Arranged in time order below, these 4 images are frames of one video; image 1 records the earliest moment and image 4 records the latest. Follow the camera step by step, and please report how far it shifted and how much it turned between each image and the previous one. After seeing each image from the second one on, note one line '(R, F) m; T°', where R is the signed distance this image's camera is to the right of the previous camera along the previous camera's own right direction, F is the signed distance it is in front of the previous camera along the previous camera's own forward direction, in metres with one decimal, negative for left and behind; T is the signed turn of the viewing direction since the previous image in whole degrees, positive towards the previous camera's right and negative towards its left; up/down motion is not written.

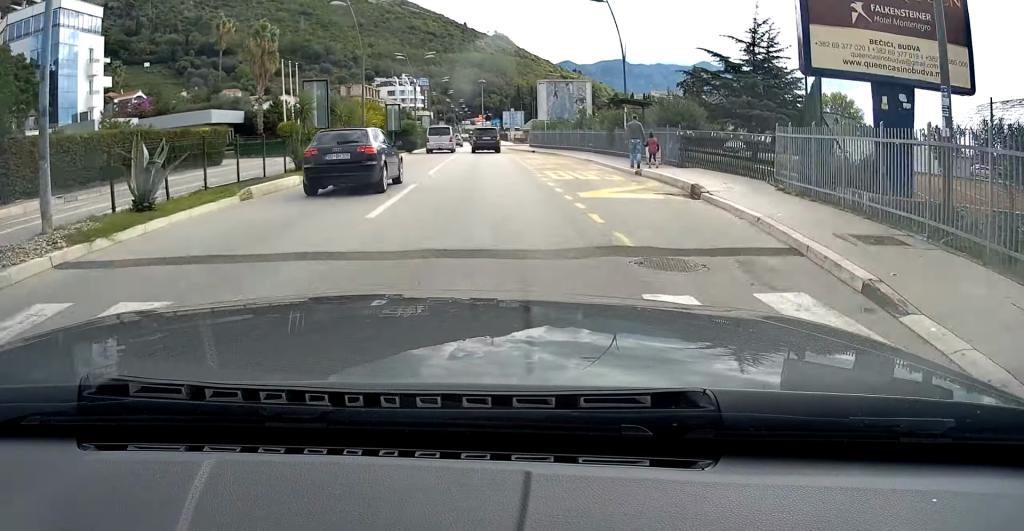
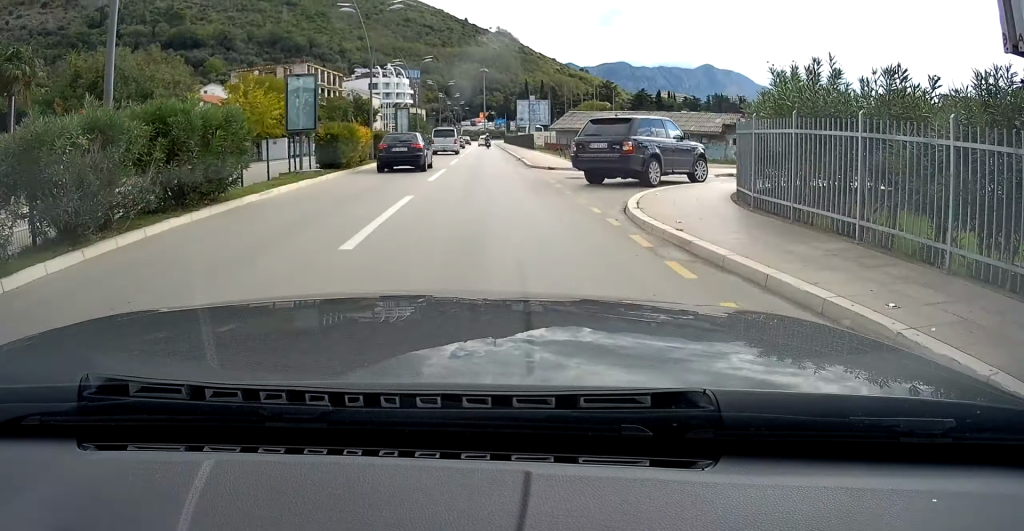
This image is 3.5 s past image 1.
(+0.2, +46.4) m; 0°
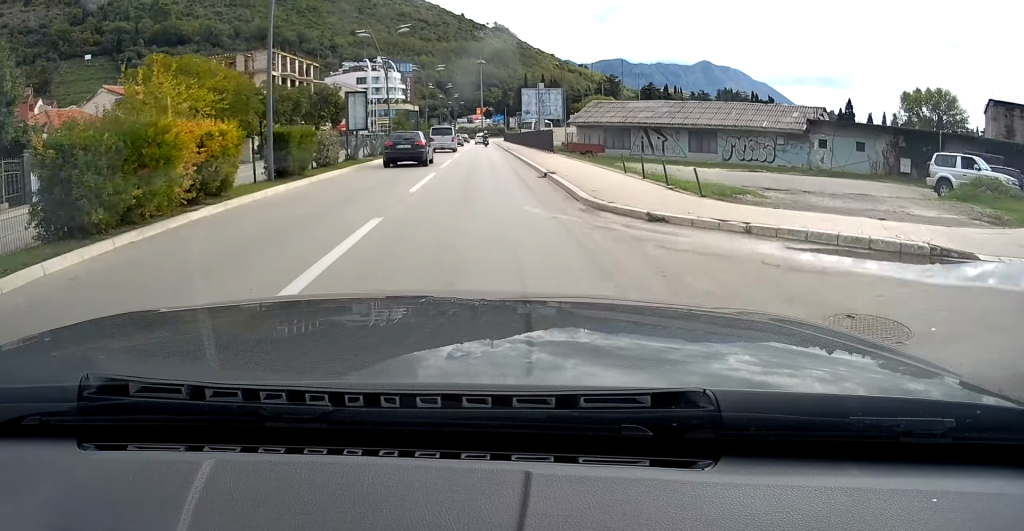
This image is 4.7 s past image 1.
(-0.2, +15.3) m; 0°
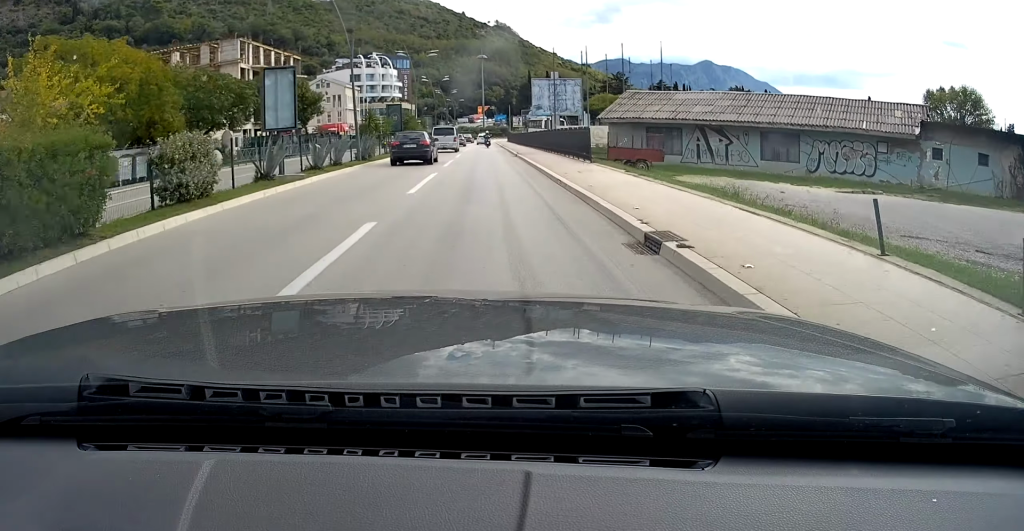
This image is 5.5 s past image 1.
(+0.2, +11.7) m; 0°
